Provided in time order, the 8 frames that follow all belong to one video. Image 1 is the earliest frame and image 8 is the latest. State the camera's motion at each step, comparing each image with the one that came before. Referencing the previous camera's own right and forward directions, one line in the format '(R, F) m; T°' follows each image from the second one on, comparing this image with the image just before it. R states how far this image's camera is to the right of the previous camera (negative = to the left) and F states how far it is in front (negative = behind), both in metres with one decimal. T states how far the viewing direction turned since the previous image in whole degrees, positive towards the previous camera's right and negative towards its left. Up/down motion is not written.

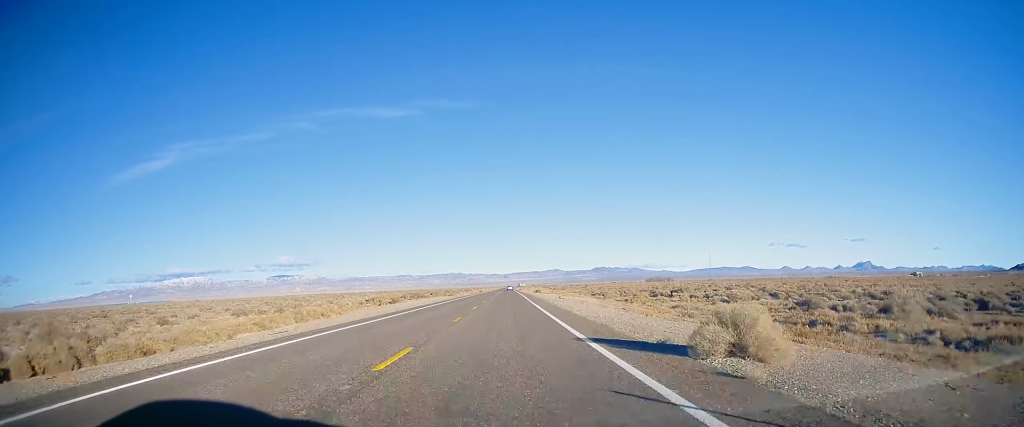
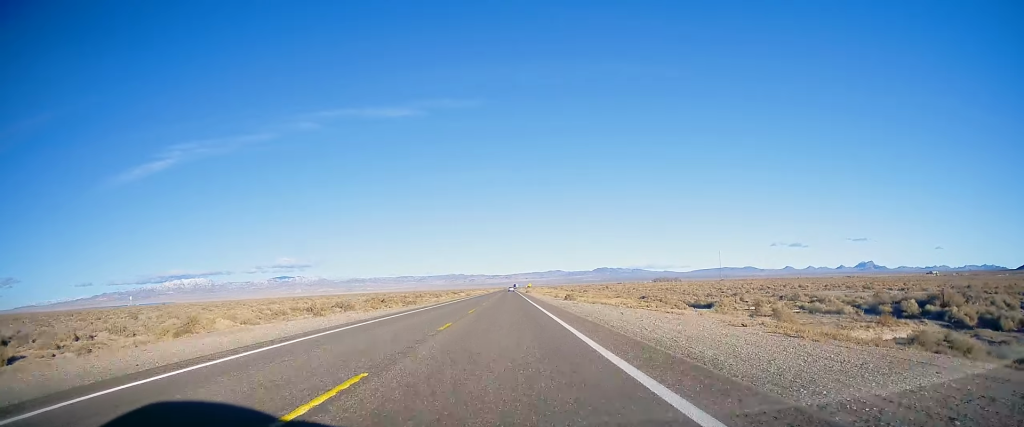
(+0.1, +65.1) m; +1°
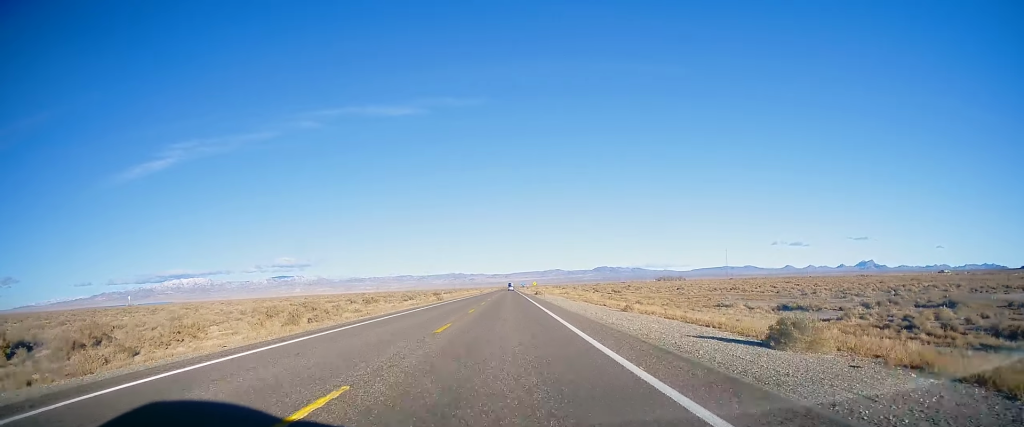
(+0.2, +50.1) m; 0°
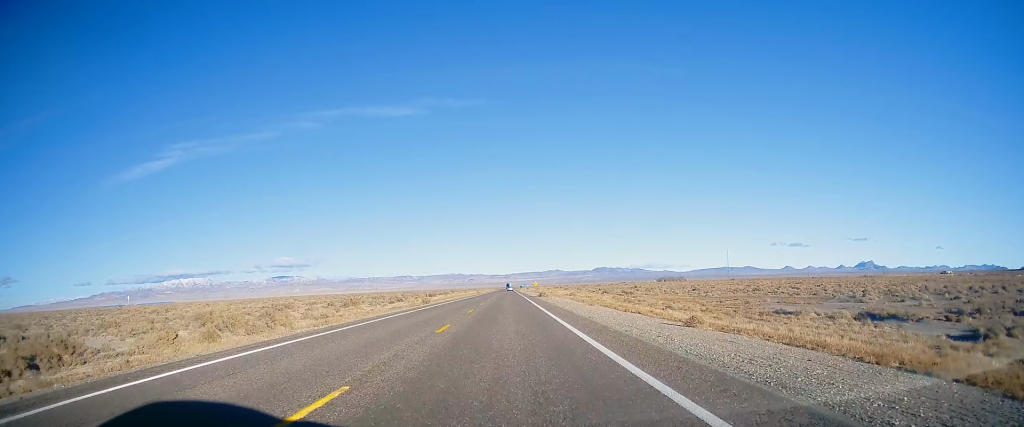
(-0.1, +12.2) m; 0°
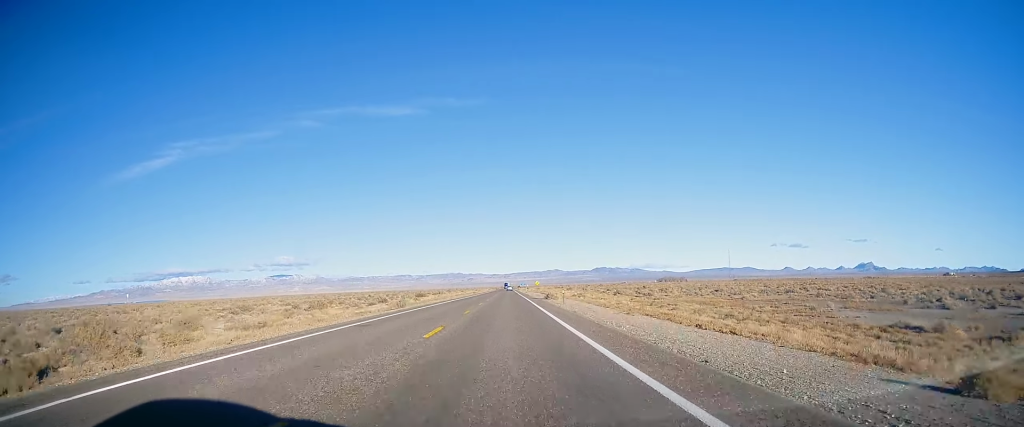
(-0.1, +14.1) m; 0°
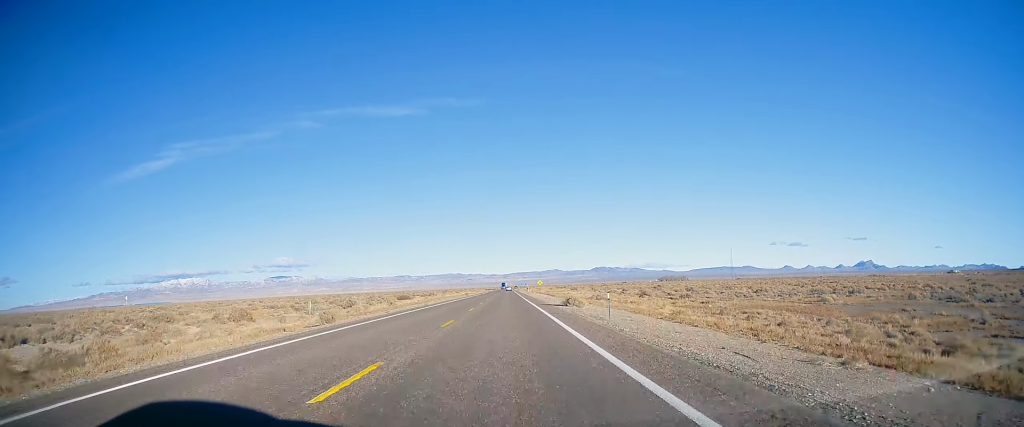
(+0.2, +20.0) m; 0°
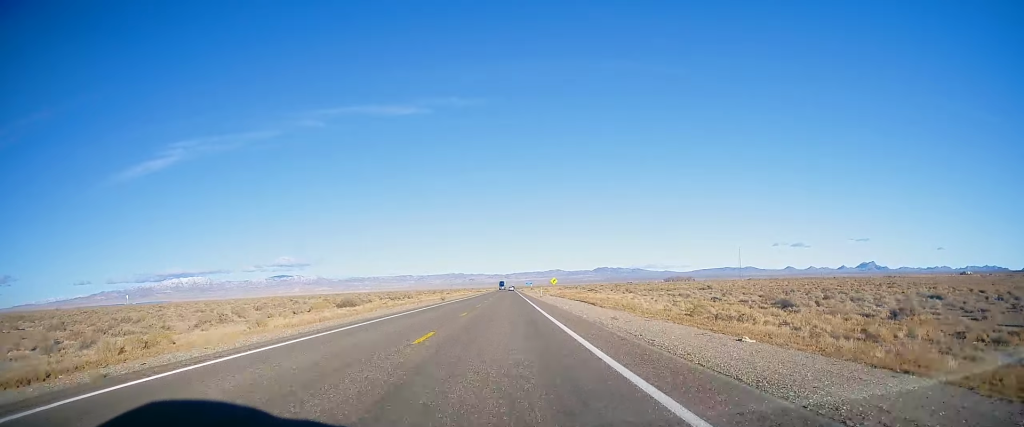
(-0.4, +42.0) m; 0°
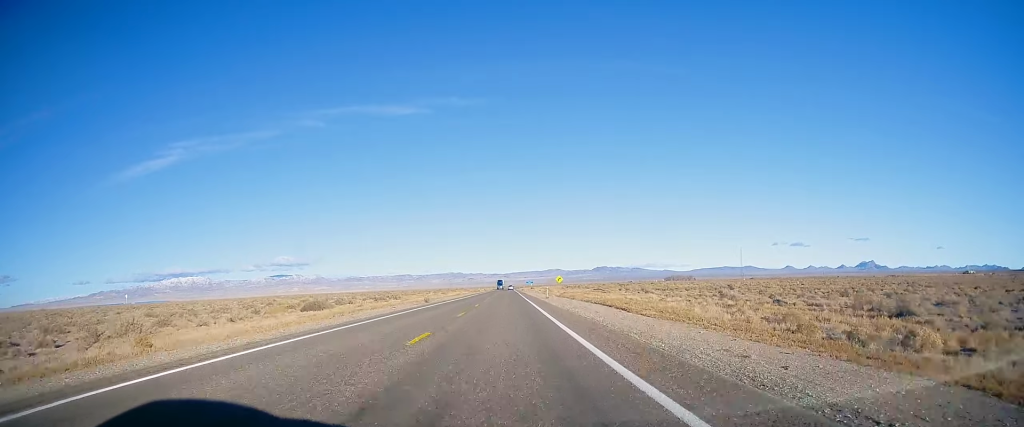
(+0.2, +12.8) m; 0°
